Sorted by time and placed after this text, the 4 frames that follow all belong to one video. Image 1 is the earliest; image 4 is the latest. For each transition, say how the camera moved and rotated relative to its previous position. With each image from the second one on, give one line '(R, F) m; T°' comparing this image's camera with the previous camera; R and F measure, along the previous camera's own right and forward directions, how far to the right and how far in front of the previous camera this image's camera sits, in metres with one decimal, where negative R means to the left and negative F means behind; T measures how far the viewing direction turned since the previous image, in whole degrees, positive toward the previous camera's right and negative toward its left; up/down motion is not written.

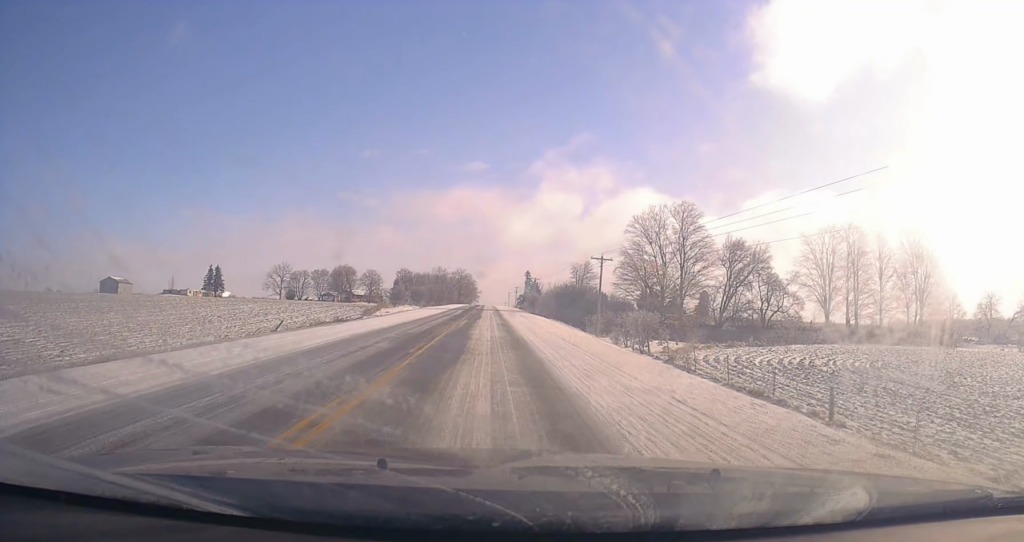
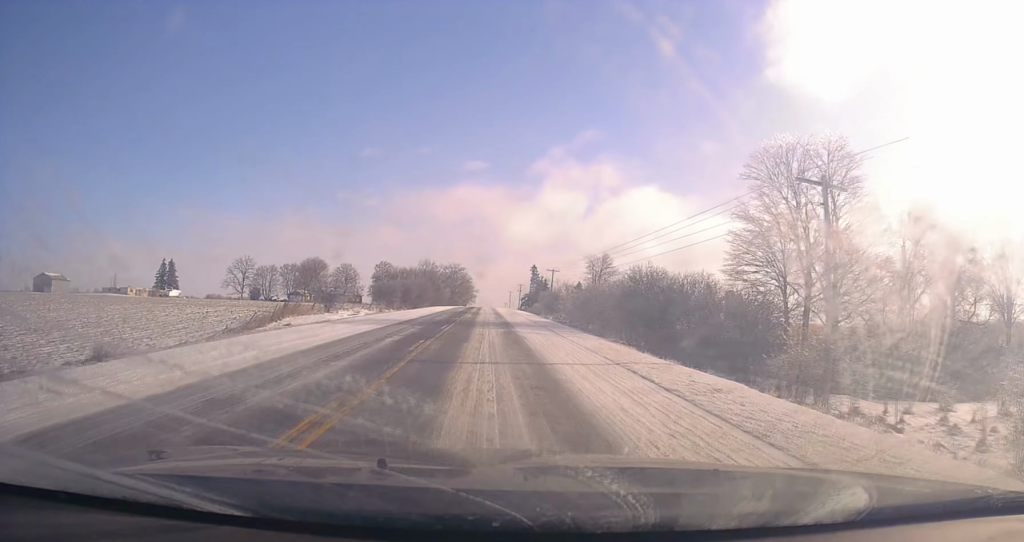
(-0.5, +39.3) m; -1°
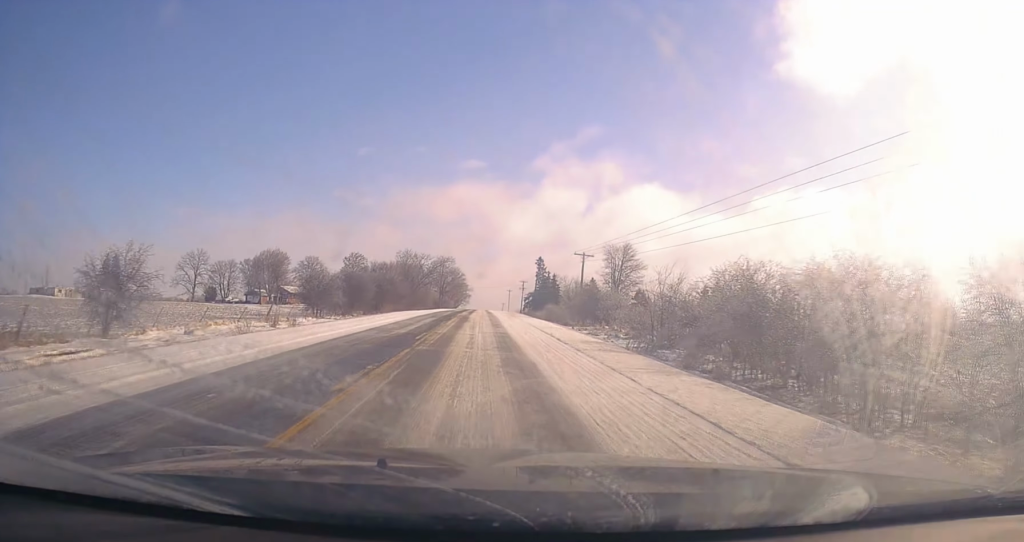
(-0.1, +34.2) m; +1°
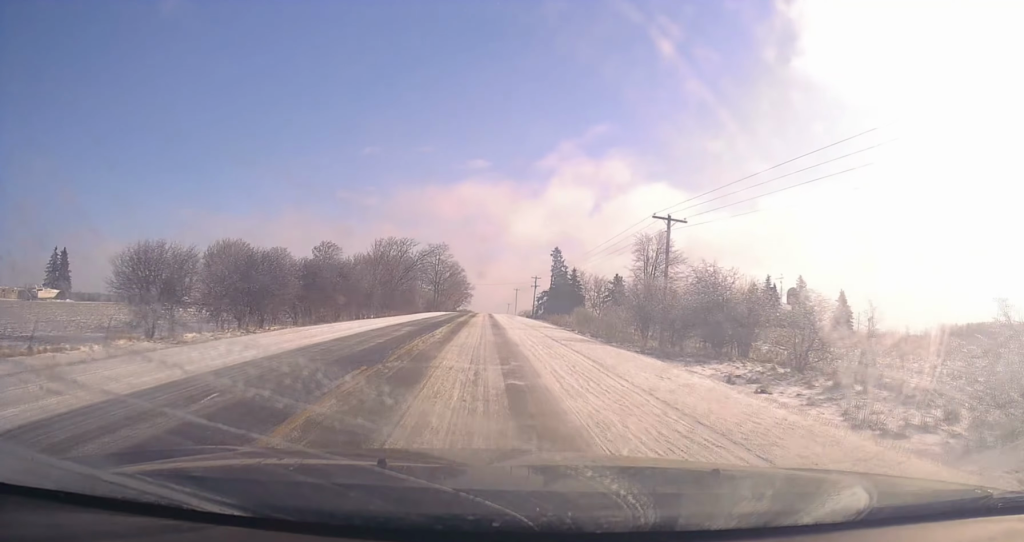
(+0.4, +28.7) m; -1°
